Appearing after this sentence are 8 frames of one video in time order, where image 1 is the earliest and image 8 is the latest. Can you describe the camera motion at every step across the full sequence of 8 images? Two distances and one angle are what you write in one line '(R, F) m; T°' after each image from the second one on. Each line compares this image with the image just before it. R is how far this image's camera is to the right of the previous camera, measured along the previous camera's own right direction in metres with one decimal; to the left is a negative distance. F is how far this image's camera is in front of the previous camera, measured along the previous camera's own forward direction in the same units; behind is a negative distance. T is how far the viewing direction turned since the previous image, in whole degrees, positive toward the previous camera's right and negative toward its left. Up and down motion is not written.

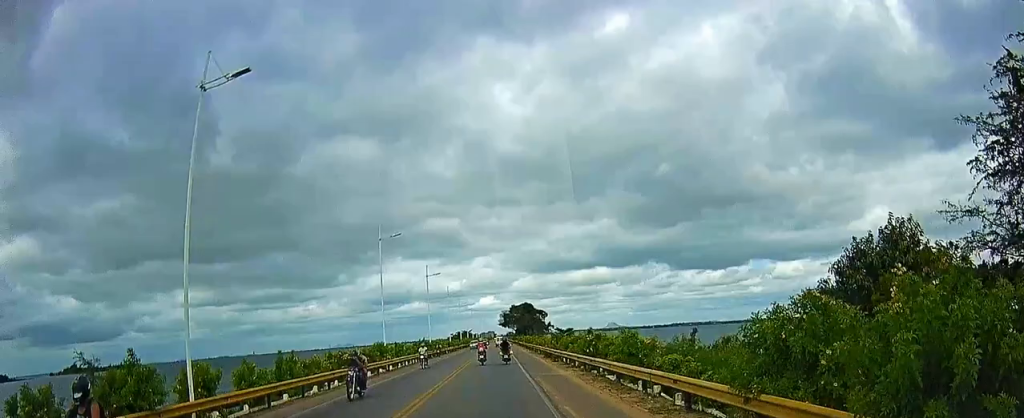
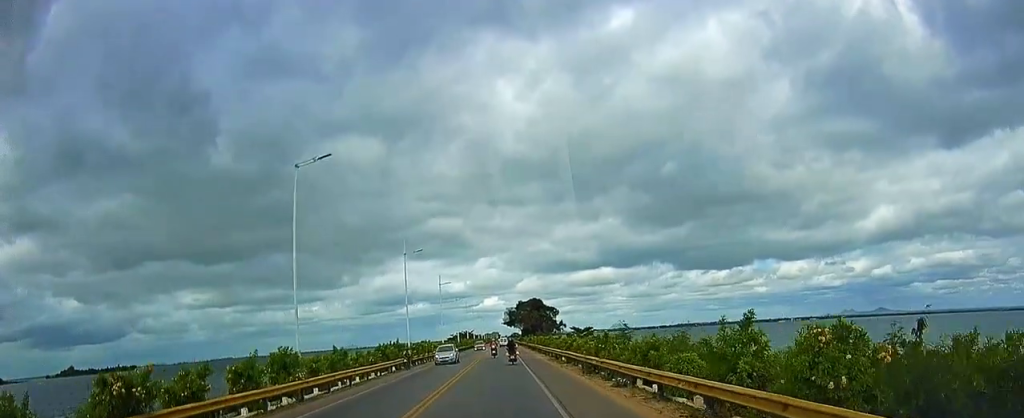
(+0.4, +19.9) m; 0°
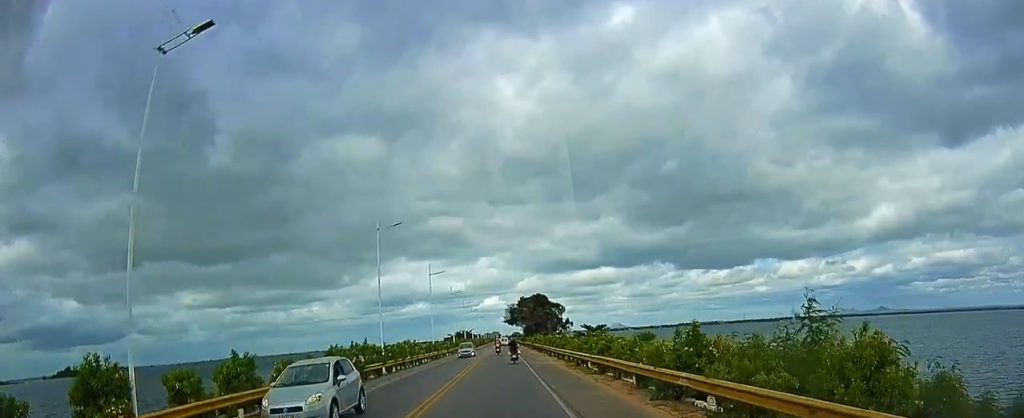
(-0.3, +12.3) m; -1°
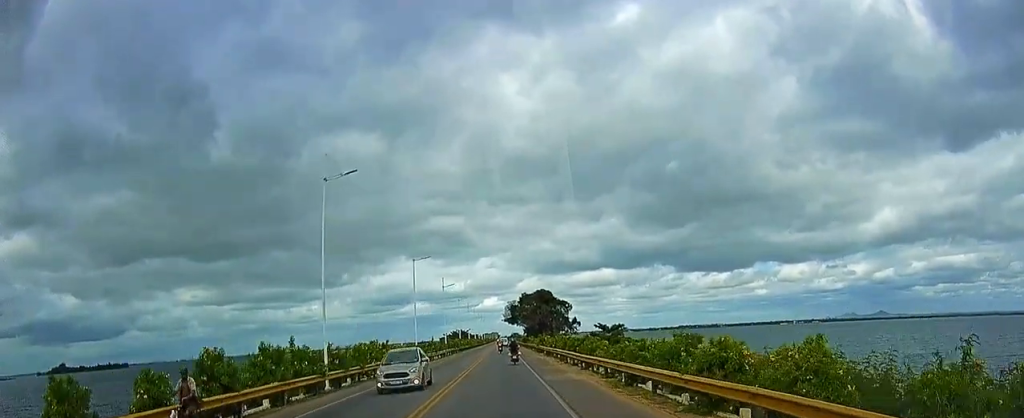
(0.0, +13.4) m; +2°
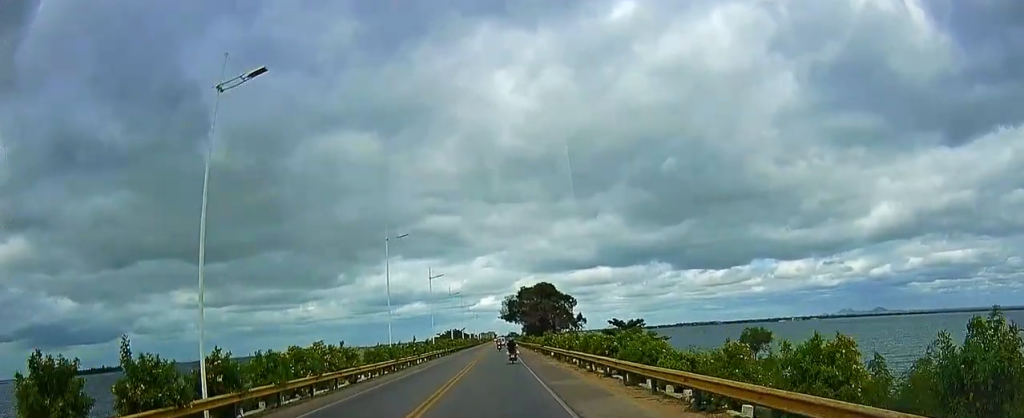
(+0.4, +11.7) m; 0°
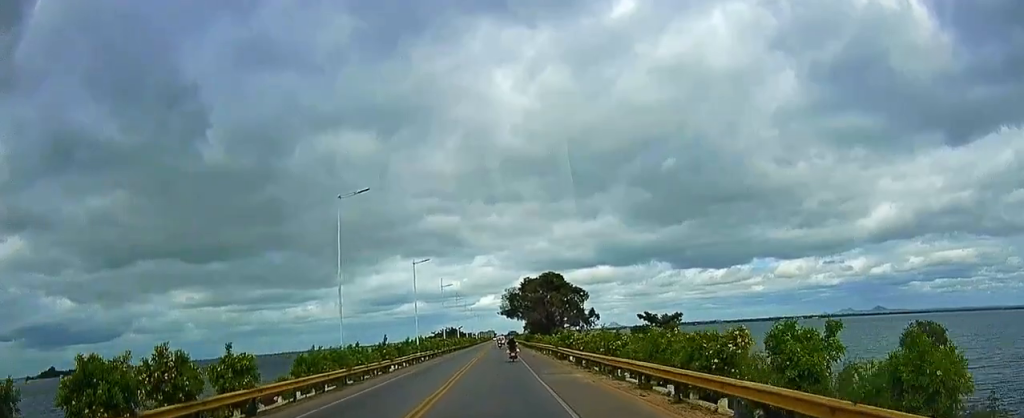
(-0.5, +14.1) m; -2°
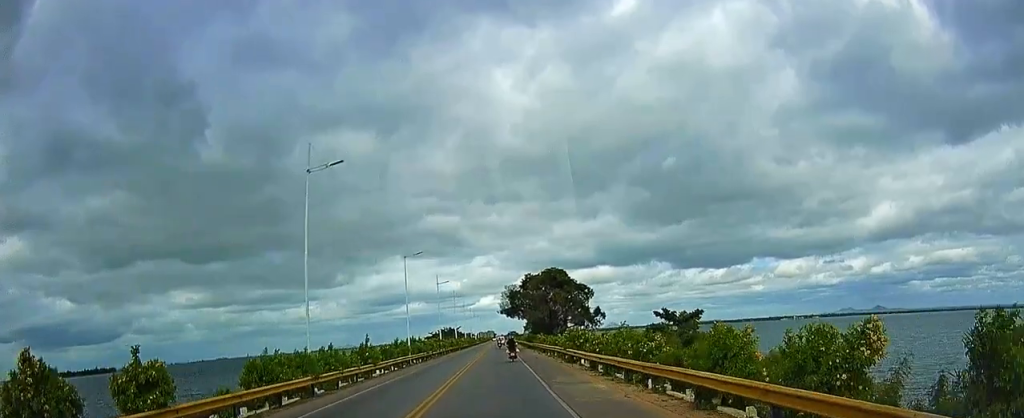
(0.0, +5.5) m; 0°
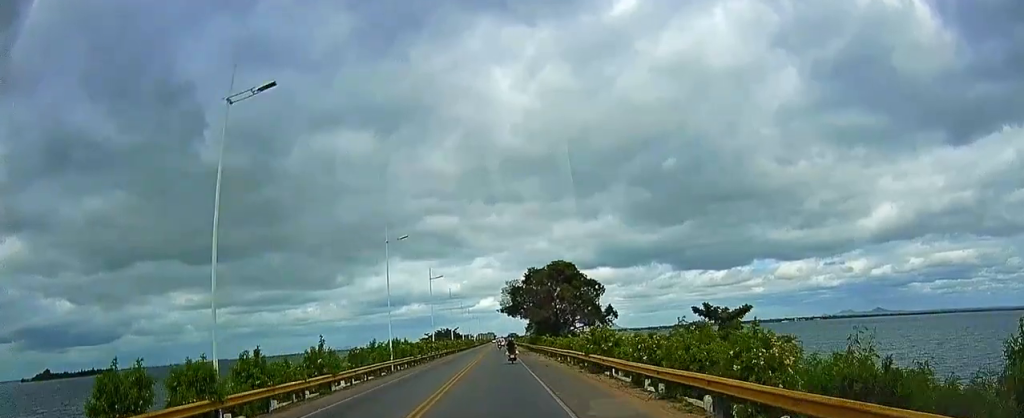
(+0.1, +8.9) m; +2°
